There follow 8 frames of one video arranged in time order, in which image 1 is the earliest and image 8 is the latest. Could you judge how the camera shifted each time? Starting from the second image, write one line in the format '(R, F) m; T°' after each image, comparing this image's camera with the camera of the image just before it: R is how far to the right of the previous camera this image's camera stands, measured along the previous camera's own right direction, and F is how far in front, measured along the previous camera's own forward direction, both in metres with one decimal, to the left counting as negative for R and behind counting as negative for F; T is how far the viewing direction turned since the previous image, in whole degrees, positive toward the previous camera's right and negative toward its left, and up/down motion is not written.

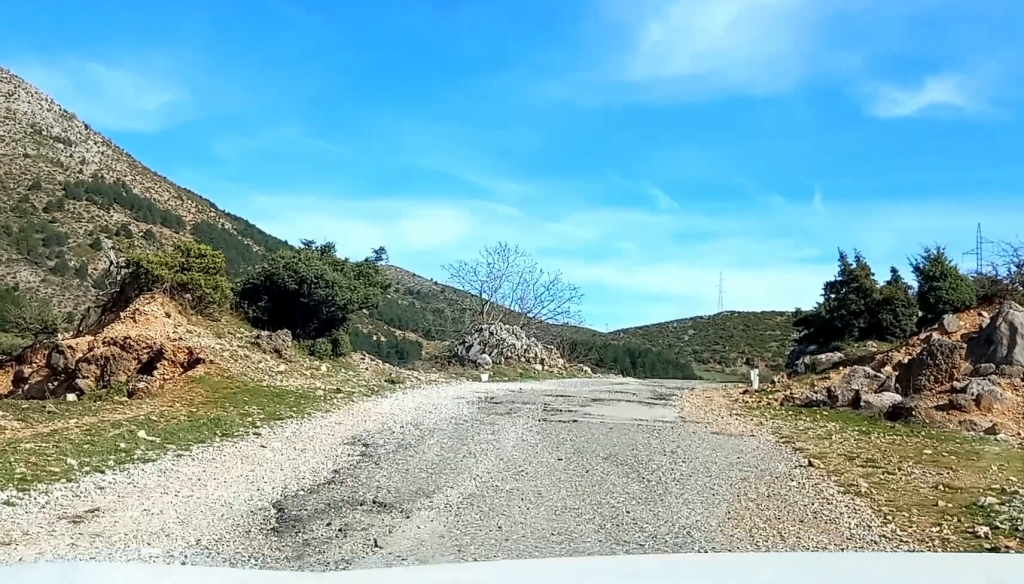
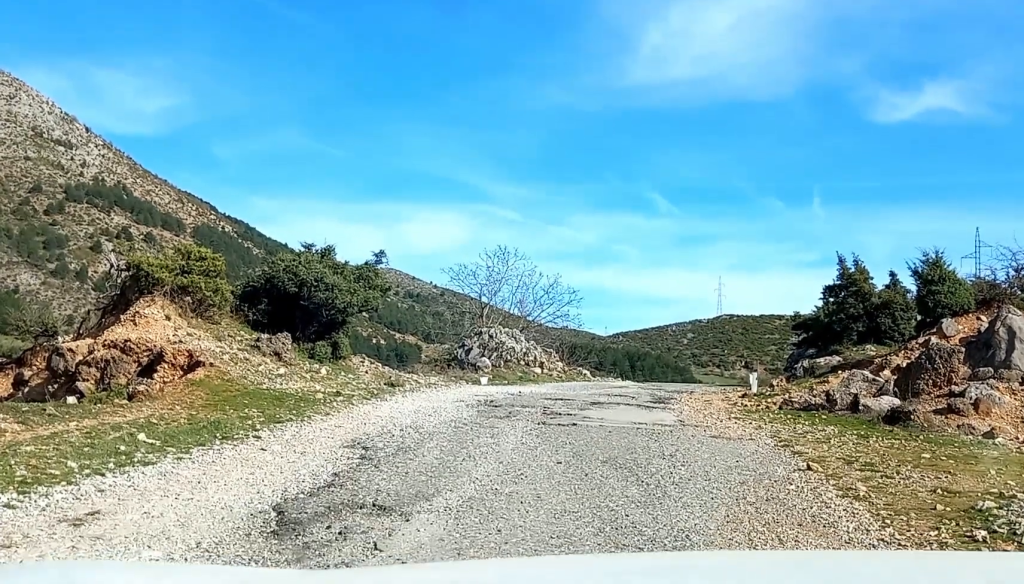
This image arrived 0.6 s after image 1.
(0.0, 0.0) m; 0°
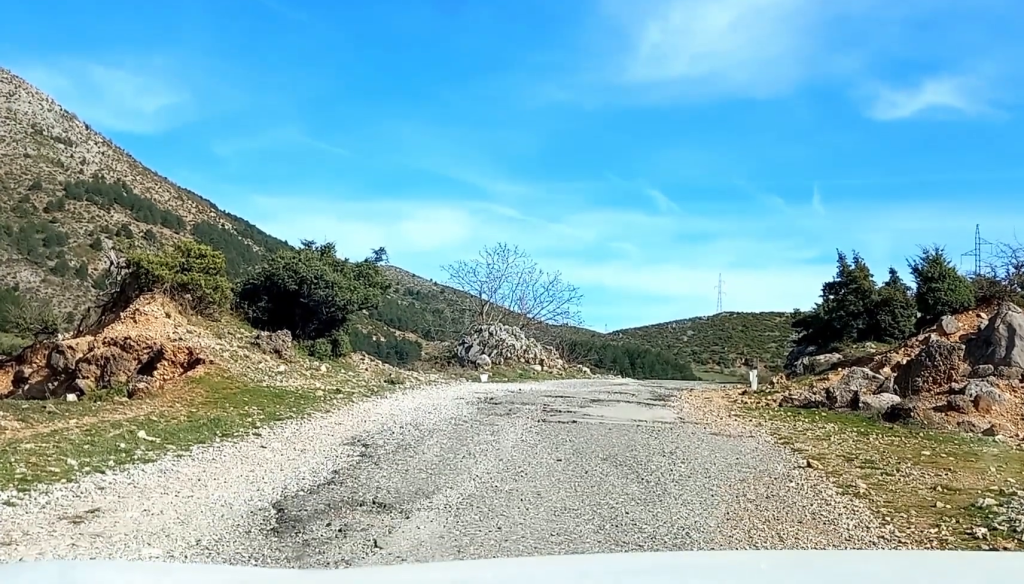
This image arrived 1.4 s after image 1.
(0.0, 0.0) m; 0°
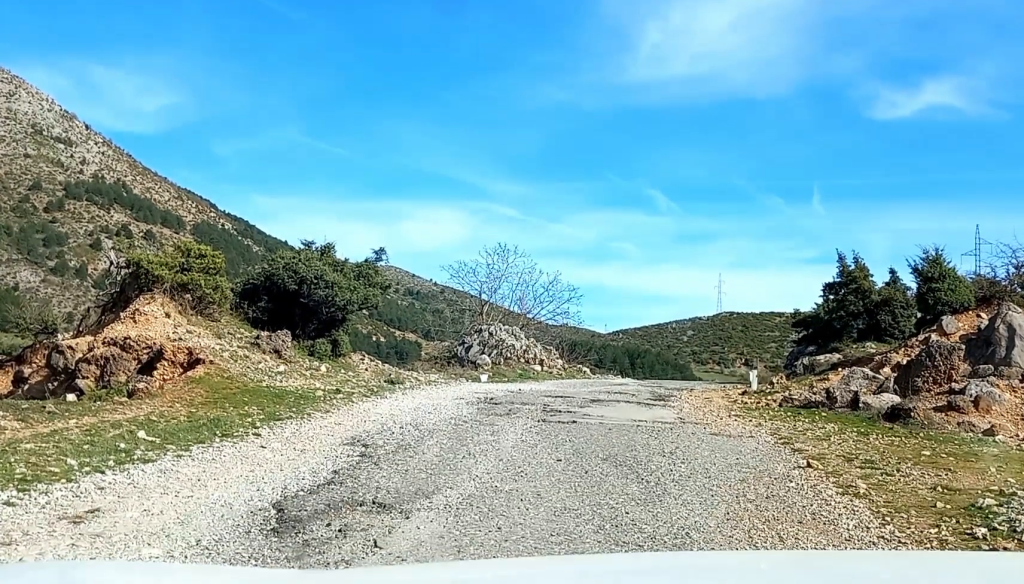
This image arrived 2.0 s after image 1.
(0.0, 0.0) m; 0°
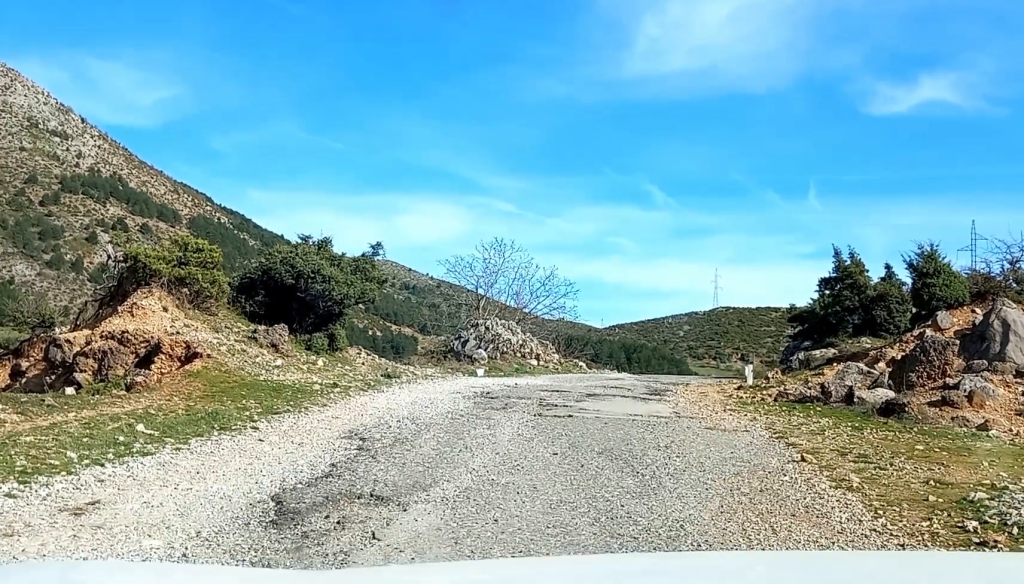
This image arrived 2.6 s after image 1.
(0.0, 0.0) m; 0°
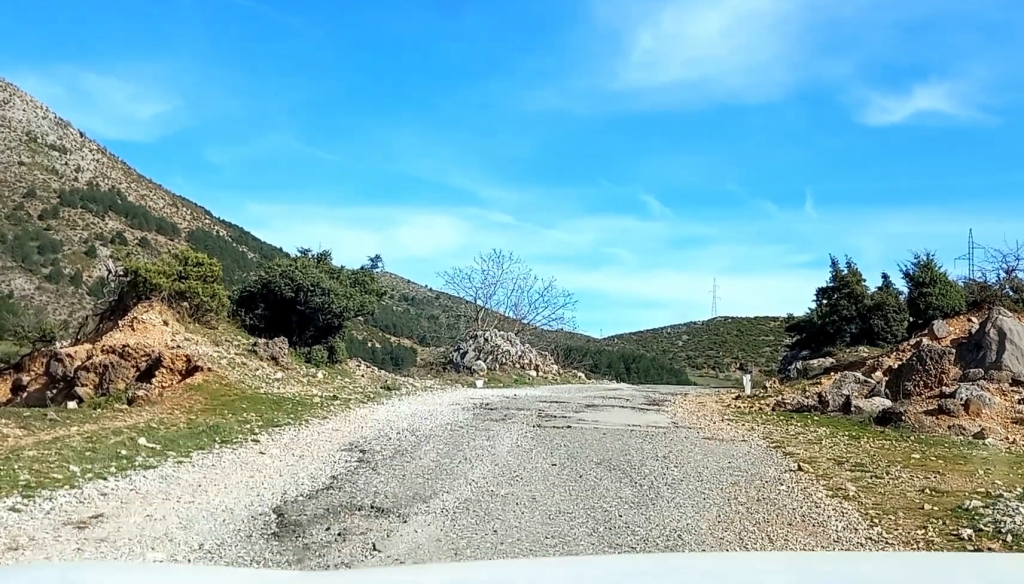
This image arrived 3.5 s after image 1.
(0.0, 0.0) m; 0°
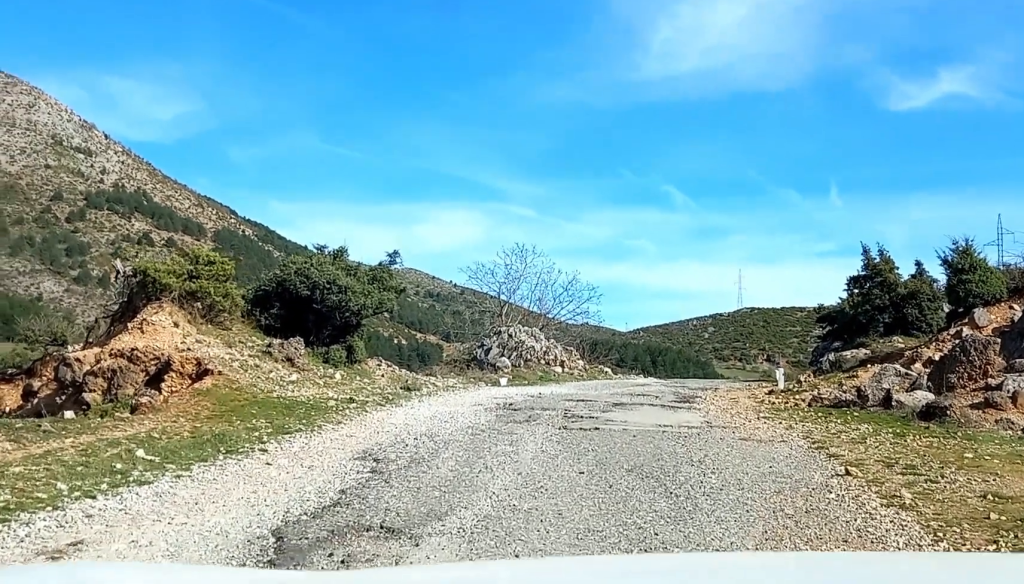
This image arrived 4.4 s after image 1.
(0.0, 0.0) m; 0°
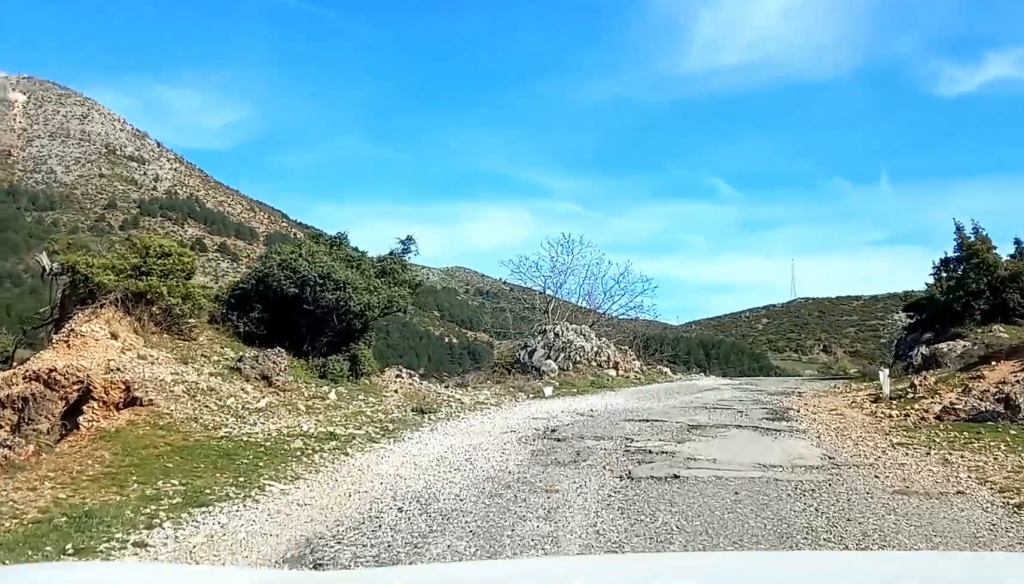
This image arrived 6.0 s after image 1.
(-0.2, +2.1) m; +1°
